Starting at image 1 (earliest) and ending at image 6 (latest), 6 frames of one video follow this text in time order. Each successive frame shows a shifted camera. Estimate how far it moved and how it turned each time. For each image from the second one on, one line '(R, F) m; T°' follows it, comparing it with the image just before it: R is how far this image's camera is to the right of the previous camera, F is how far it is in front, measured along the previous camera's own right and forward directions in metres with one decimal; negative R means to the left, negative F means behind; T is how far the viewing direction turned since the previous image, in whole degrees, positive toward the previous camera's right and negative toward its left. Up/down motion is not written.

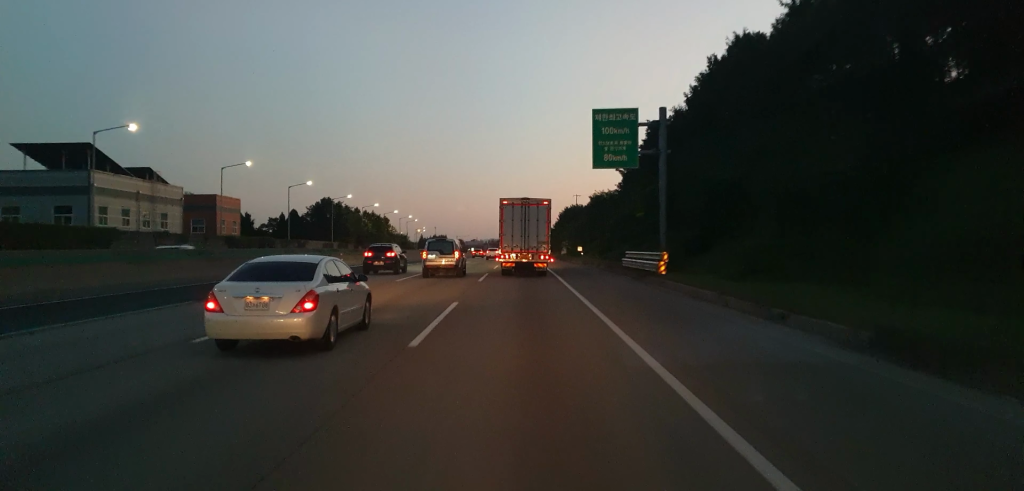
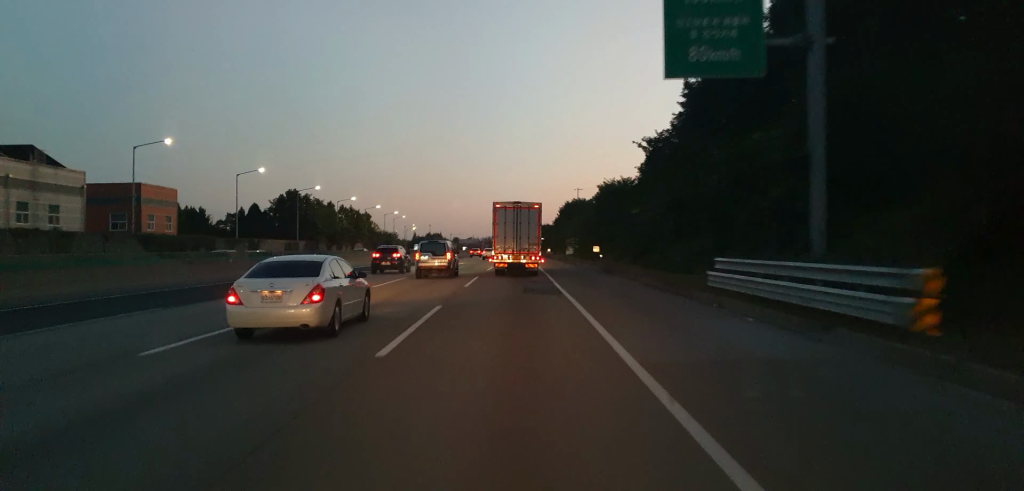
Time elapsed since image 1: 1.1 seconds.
(+0.1, +23.3) m; -1°
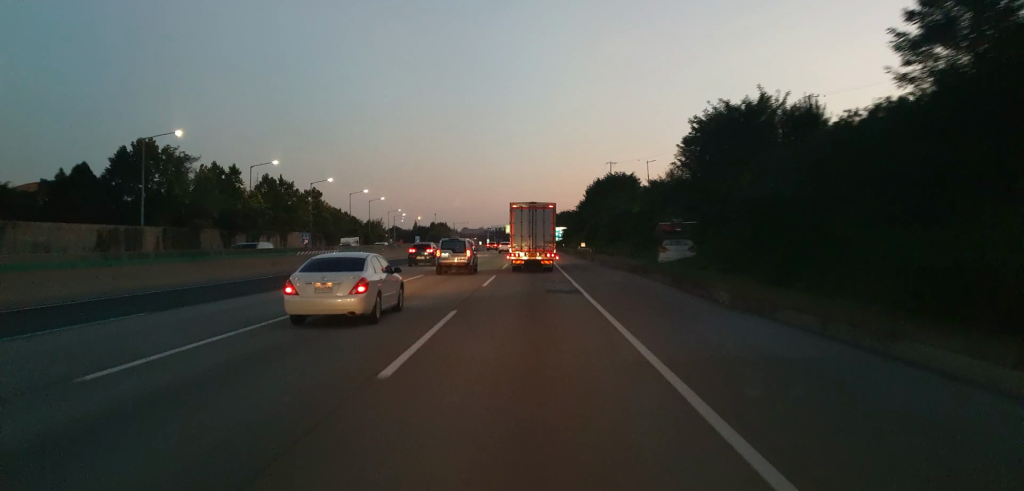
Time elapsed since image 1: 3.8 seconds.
(-1.1, +62.8) m; 0°
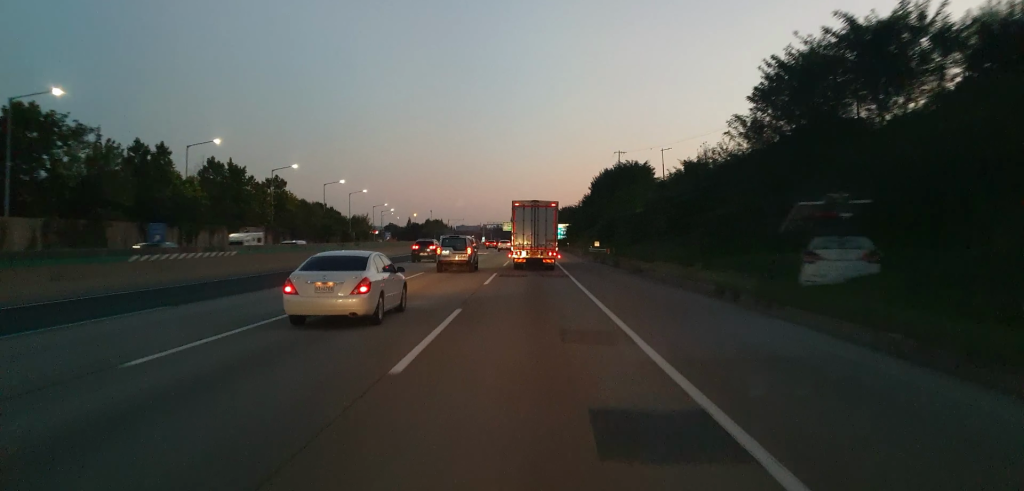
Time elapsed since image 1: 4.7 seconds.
(+0.1, +20.6) m; 0°
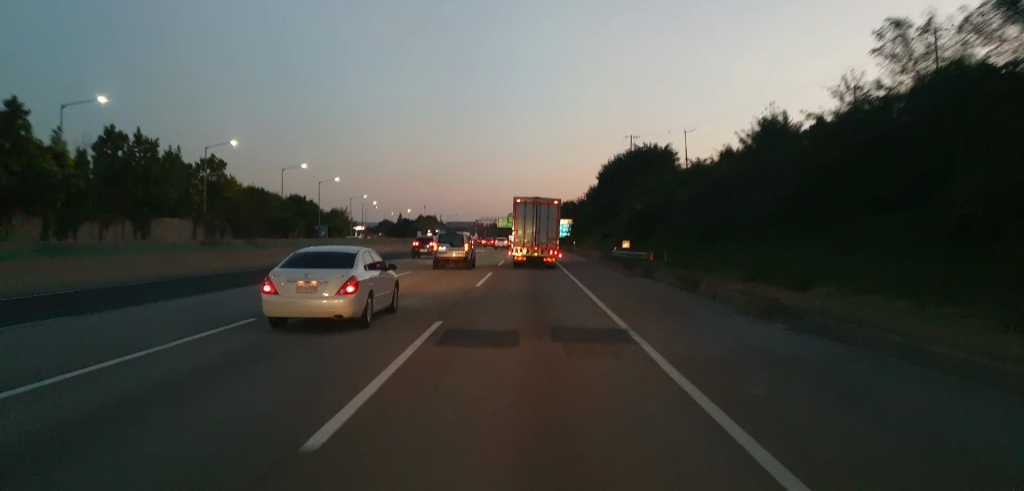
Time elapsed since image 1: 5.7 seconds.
(-0.3, +24.0) m; -1°
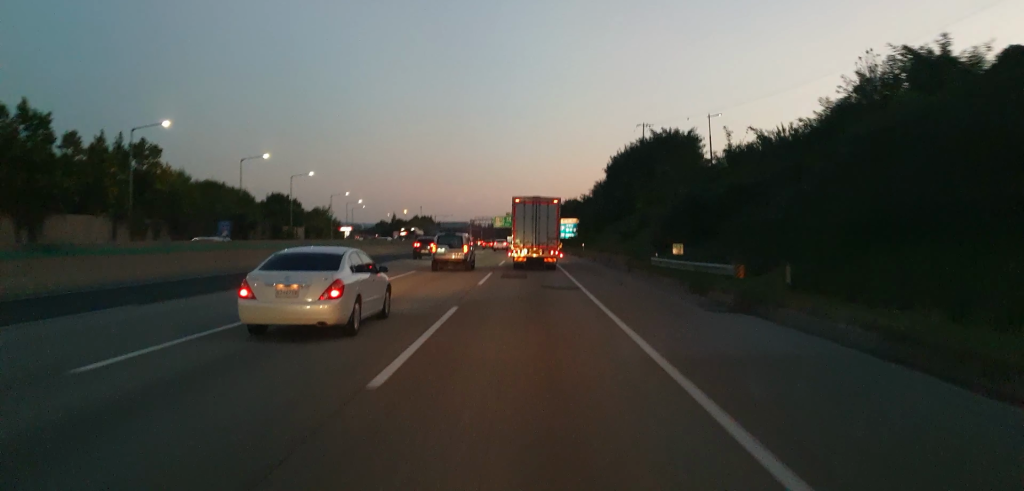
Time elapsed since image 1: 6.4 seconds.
(-0.1, +17.6) m; +1°
